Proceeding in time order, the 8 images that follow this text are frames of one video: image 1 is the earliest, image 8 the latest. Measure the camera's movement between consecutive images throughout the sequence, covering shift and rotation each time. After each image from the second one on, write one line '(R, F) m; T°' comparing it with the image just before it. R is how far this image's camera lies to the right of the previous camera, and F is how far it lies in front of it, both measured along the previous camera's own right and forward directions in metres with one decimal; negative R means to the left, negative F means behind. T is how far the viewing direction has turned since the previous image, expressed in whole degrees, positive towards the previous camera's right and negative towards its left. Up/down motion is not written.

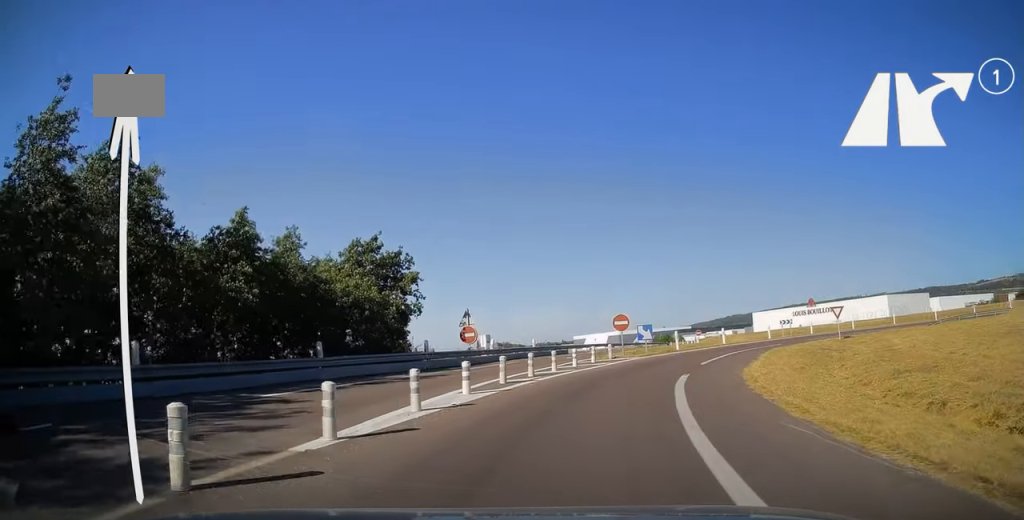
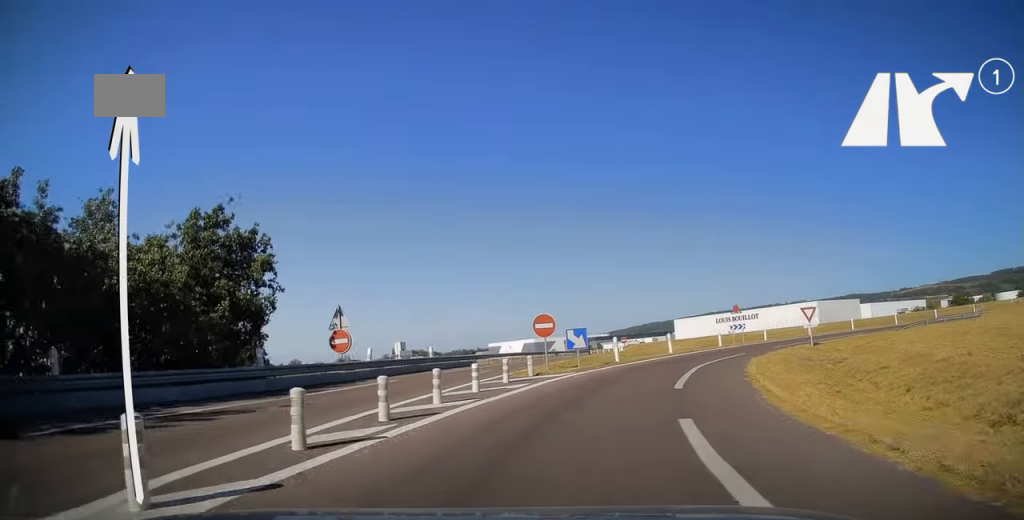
(+0.6, +9.3) m; +8°
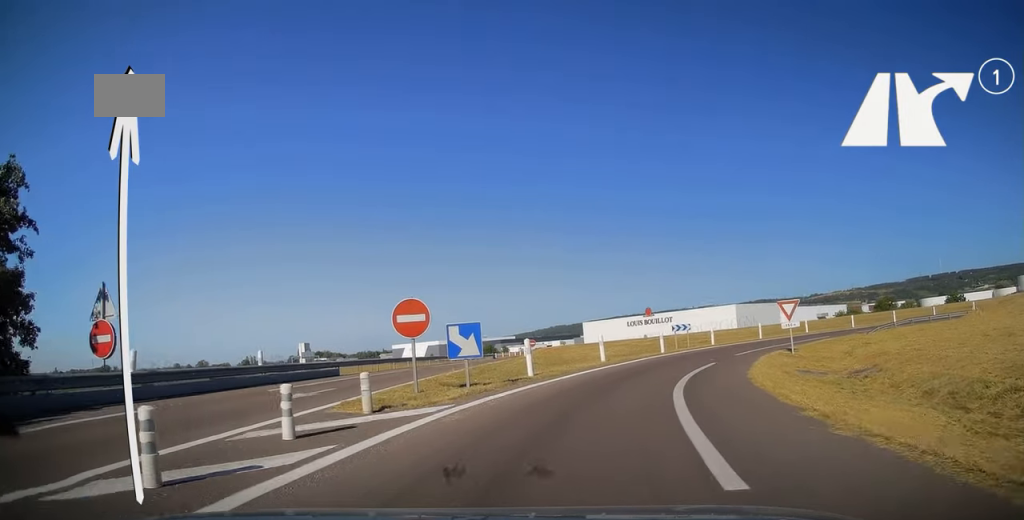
(+0.8, +10.7) m; +9°
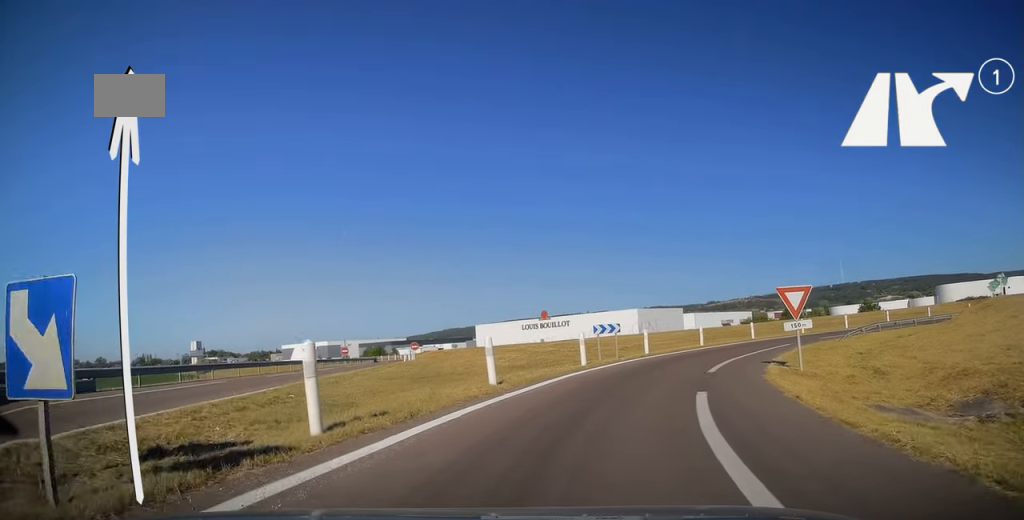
(+0.9, +11.8) m; +7°
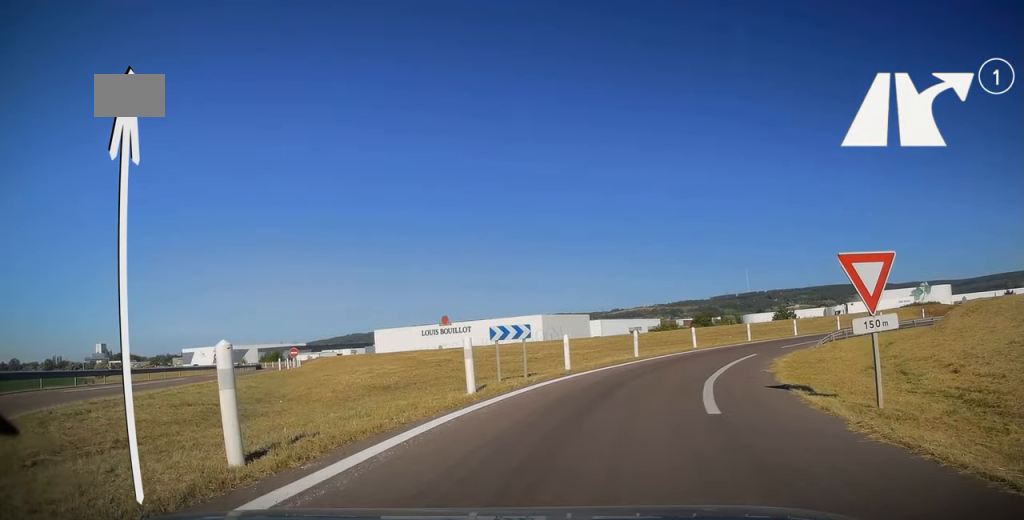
(+0.2, +9.4) m; +8°
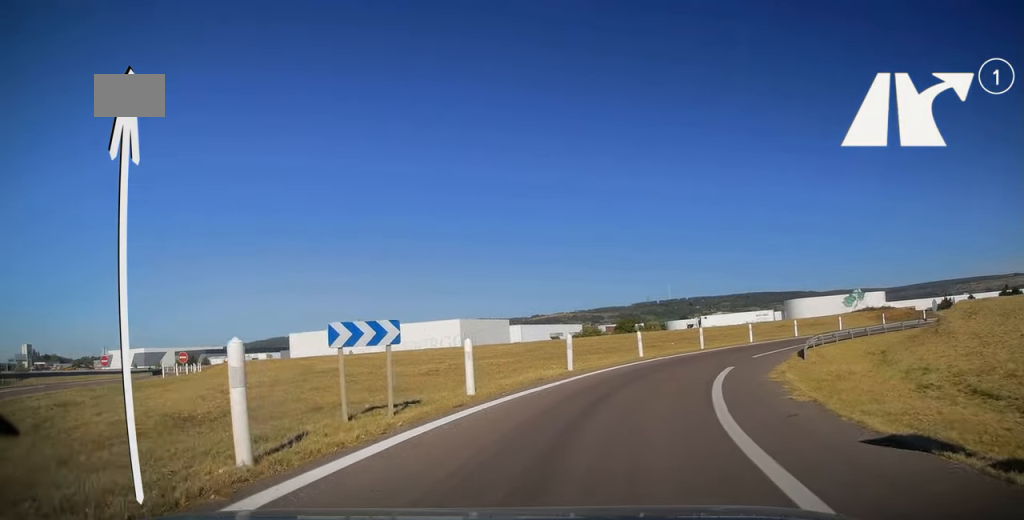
(+0.9, +7.6) m; +8°
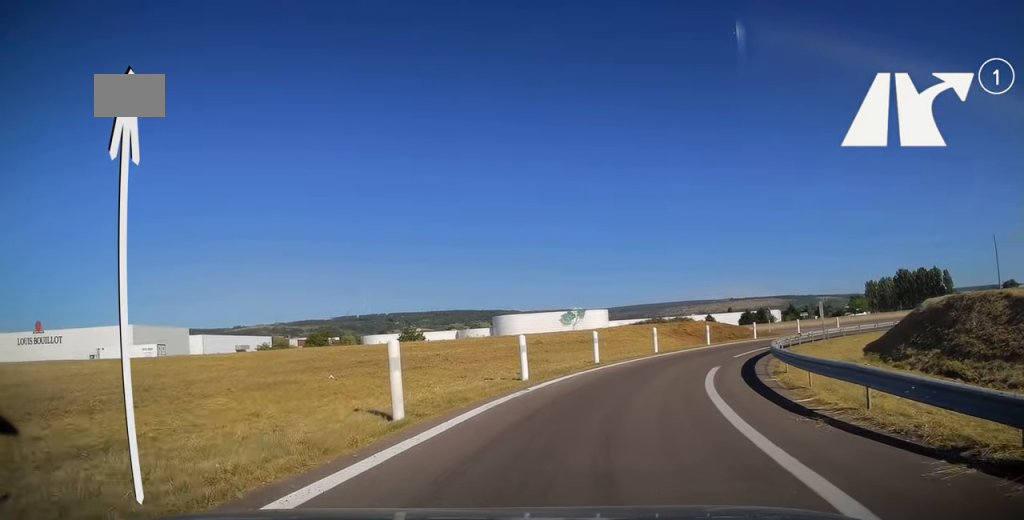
(+6.0, +25.6) m; +26°
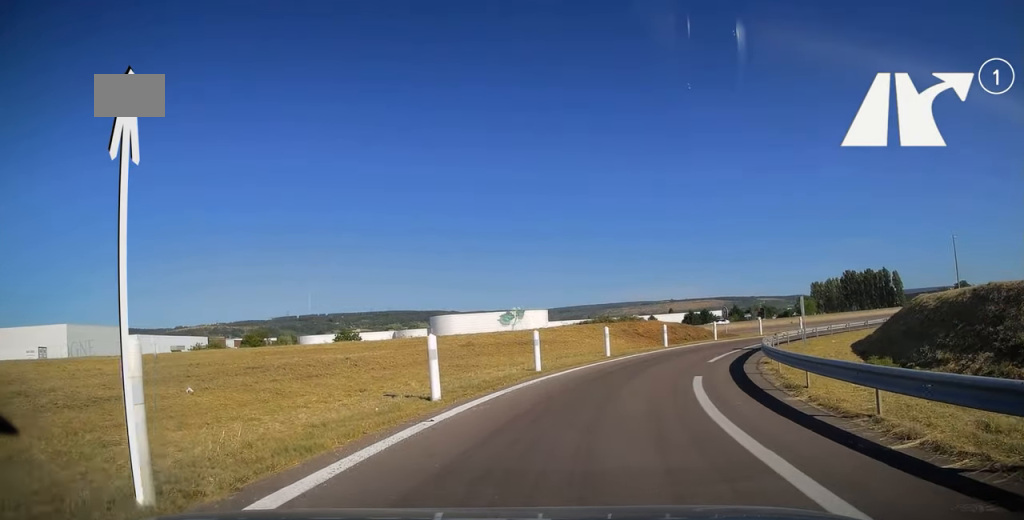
(+0.1, +5.2) m; +5°
